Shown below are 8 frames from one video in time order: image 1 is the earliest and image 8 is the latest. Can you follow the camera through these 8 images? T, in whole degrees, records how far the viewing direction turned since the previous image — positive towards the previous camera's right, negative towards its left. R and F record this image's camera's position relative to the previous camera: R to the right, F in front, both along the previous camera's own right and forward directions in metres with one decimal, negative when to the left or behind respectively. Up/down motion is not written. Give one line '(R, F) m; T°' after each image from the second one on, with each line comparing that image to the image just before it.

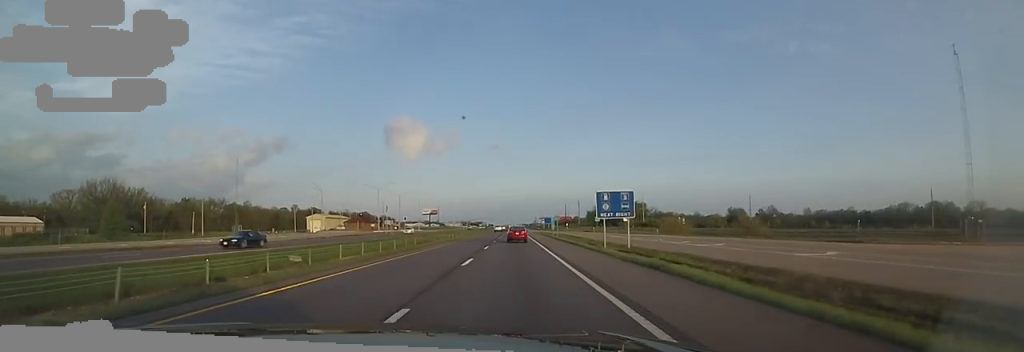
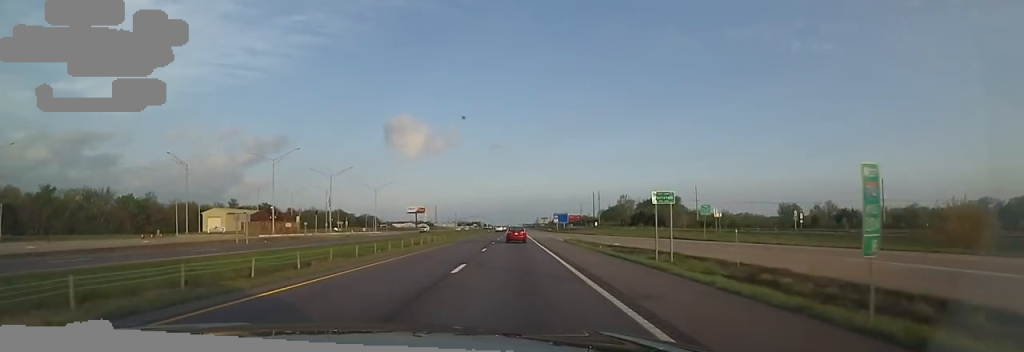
(-0.2, +64.8) m; -2°
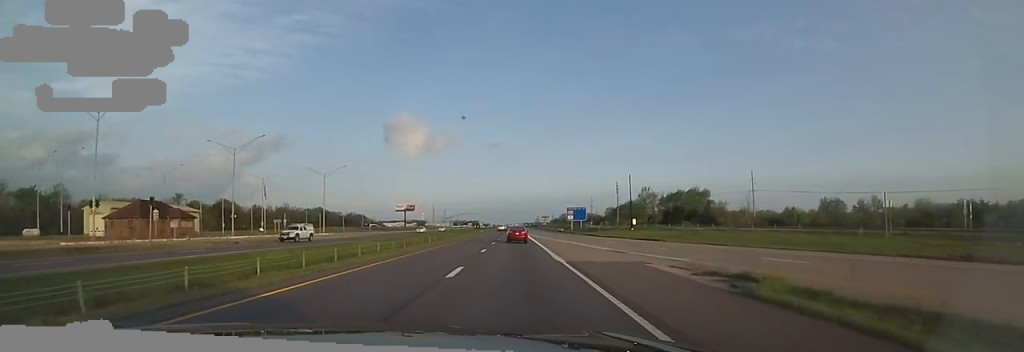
(+0.7, +37.9) m; +3°
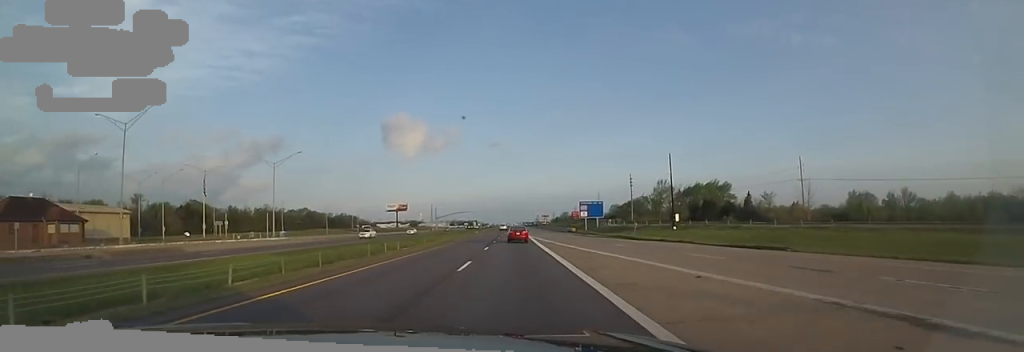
(+1.2, +21.5) m; 0°
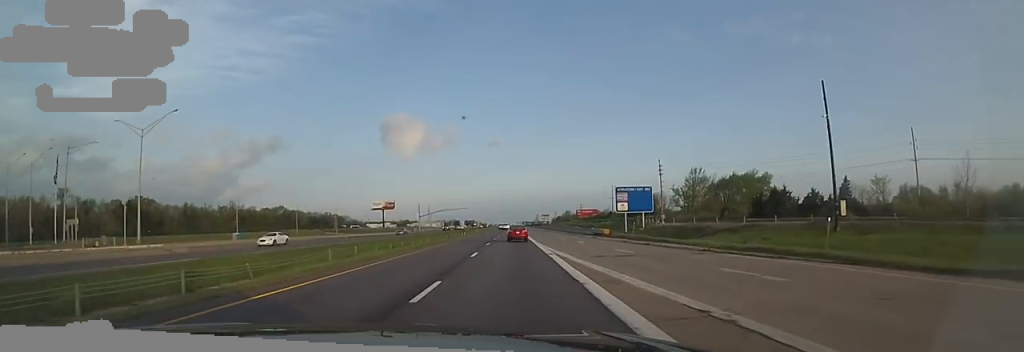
(-1.4, +31.2) m; -1°
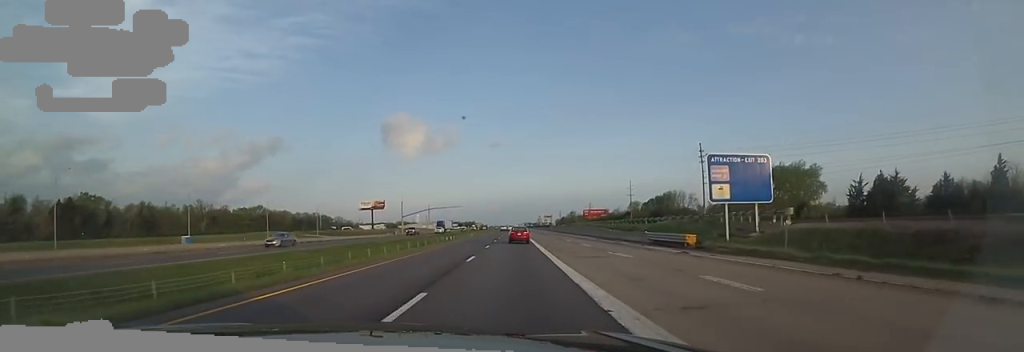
(+0.7, +25.7) m; 0°
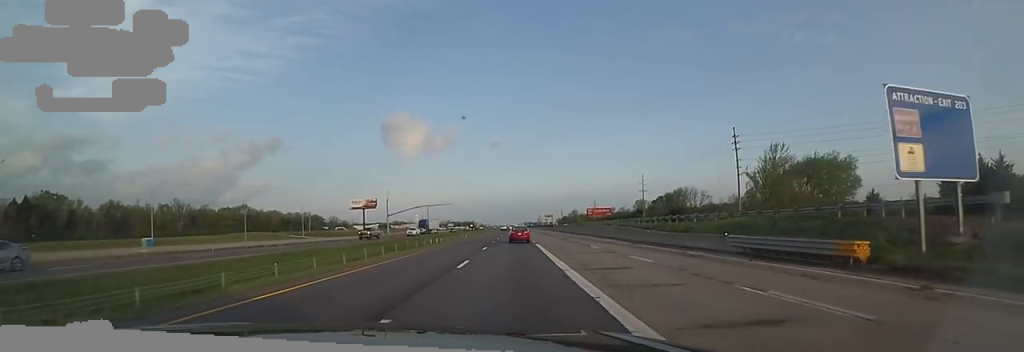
(+0.3, +14.9) m; 0°
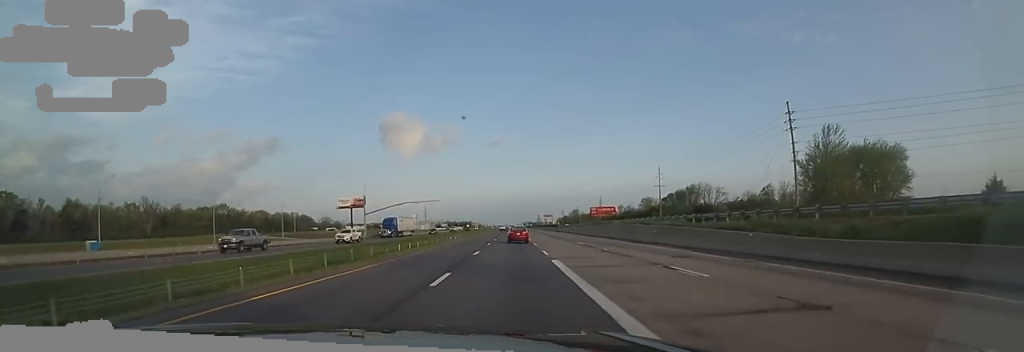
(-0.7, +16.8) m; 0°
